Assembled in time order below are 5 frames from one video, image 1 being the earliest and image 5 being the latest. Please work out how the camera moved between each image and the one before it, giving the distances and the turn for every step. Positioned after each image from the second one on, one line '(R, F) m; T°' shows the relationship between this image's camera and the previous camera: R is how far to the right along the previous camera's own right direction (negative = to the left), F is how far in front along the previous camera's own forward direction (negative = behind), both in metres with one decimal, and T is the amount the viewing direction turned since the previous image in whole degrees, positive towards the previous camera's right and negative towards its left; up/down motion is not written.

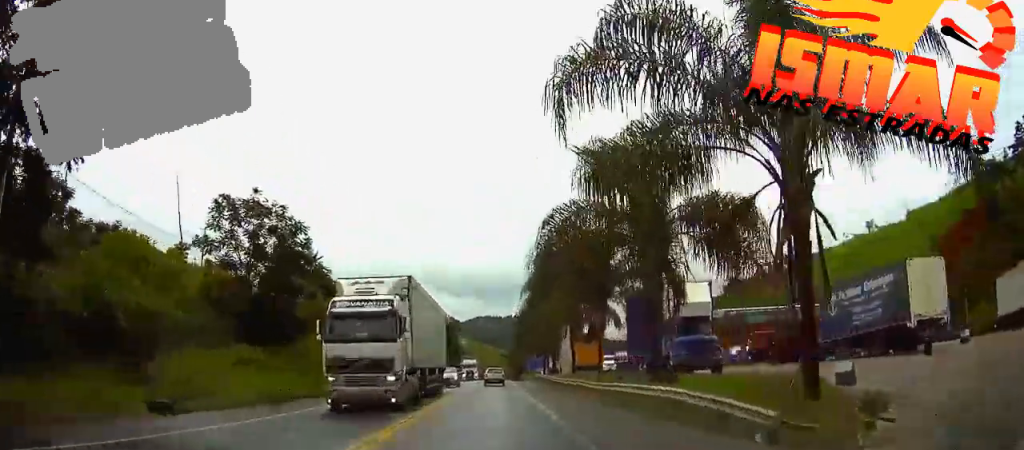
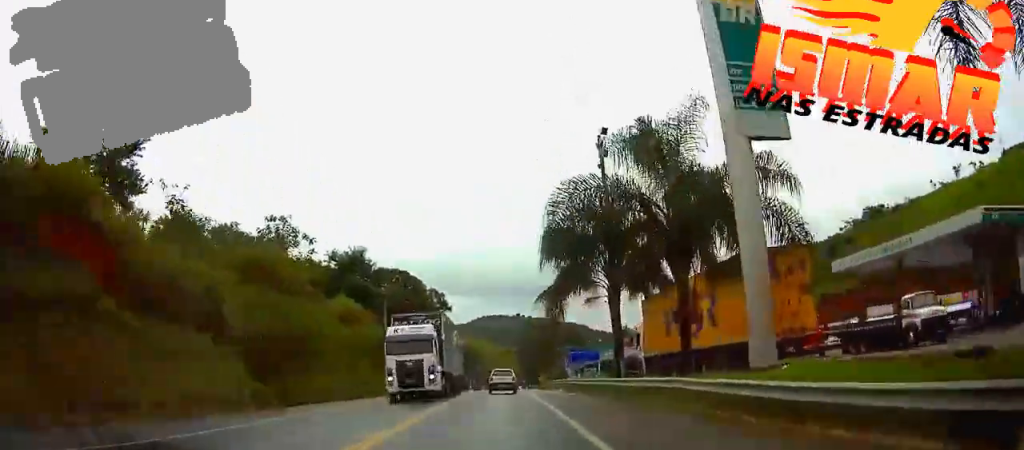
(+0.2, +47.7) m; 0°
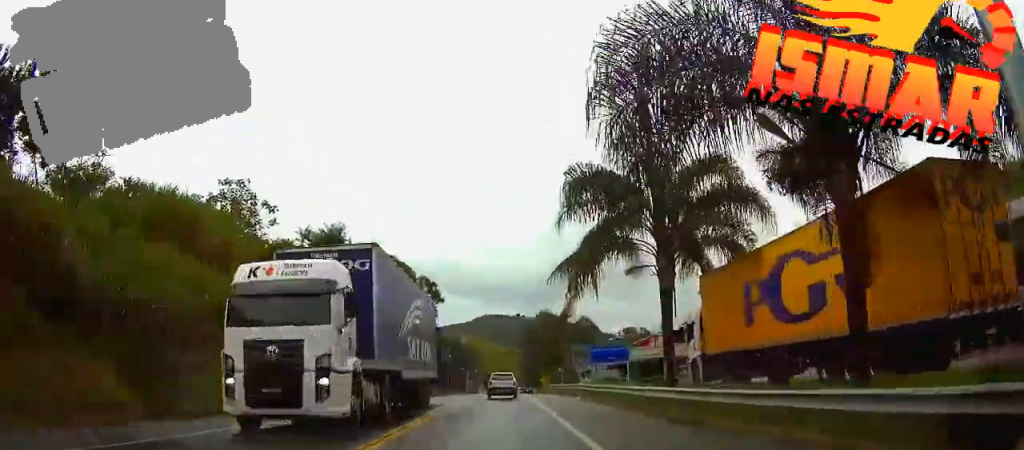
(-0.1, +11.1) m; -1°
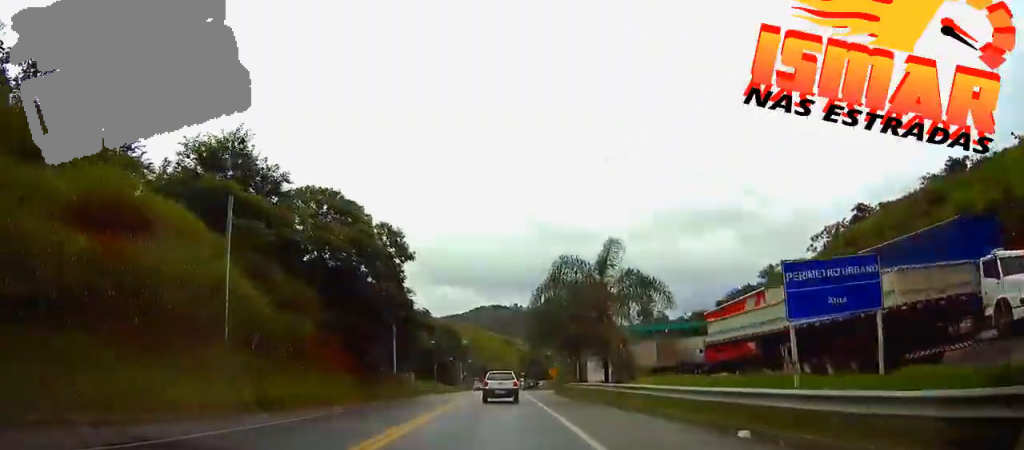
(-0.3, +26.1) m; -1°
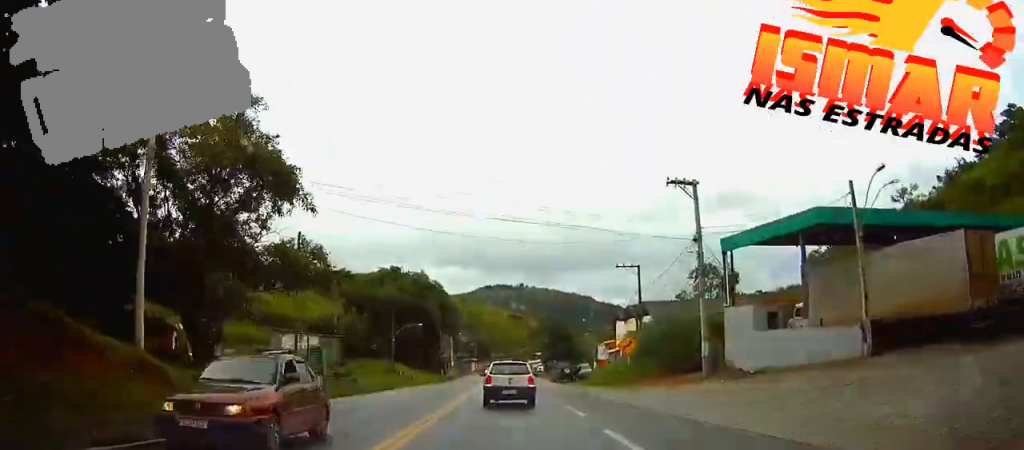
(+0.1, +53.2) m; 0°
